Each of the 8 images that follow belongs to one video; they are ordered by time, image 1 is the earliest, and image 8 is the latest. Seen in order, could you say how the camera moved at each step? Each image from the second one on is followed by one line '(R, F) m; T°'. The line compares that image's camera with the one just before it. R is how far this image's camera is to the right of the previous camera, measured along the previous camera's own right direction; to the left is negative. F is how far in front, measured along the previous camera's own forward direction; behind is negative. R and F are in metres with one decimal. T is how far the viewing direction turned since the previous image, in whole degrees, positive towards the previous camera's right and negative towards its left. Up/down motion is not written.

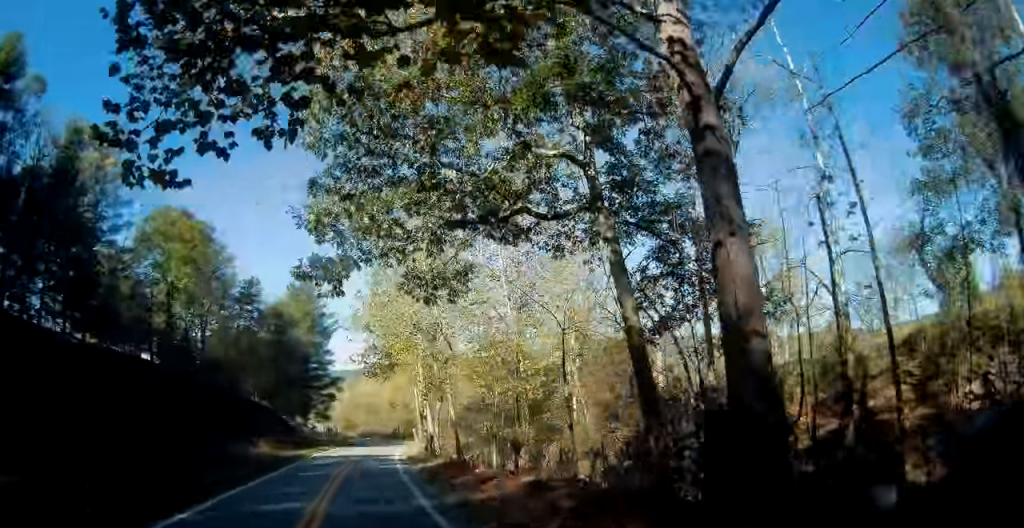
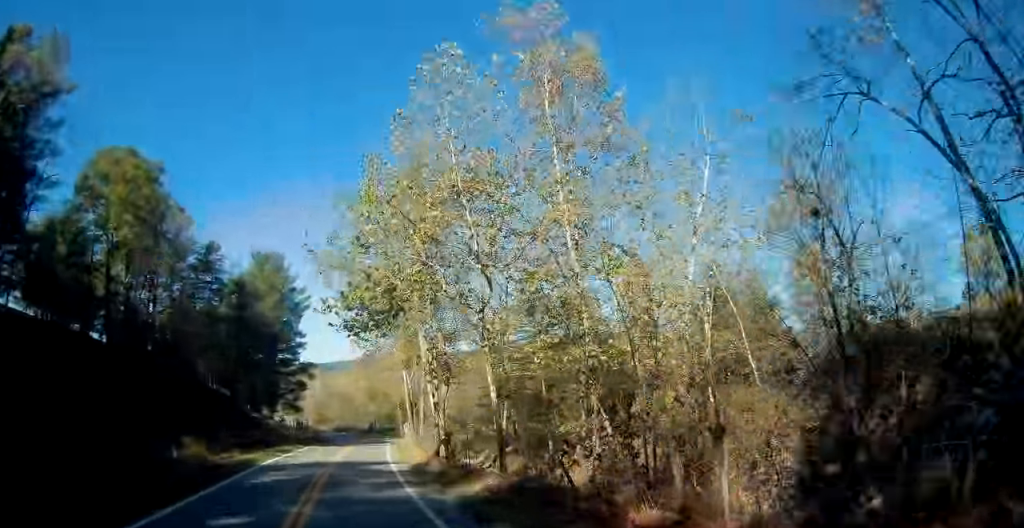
(+0.9, +13.5) m; +4°
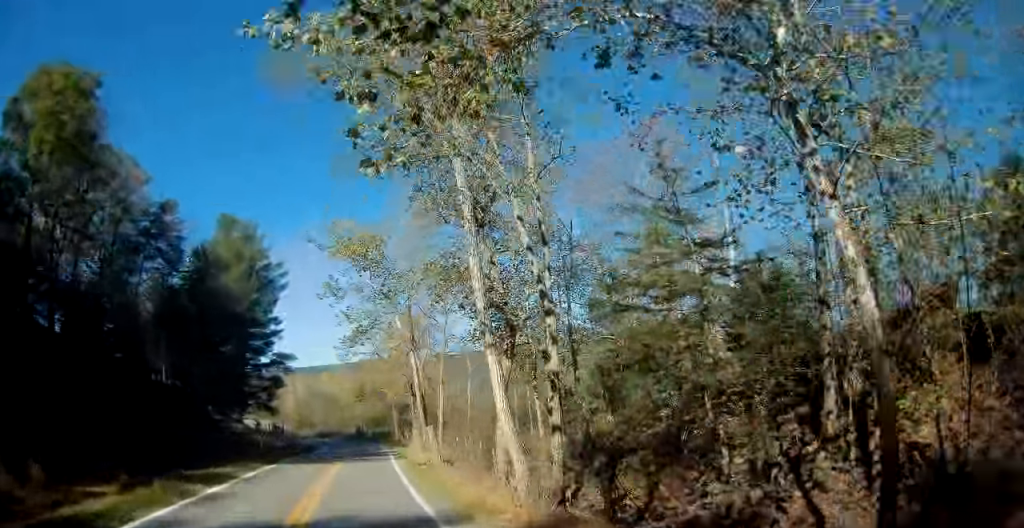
(-0.1, +15.2) m; +4°
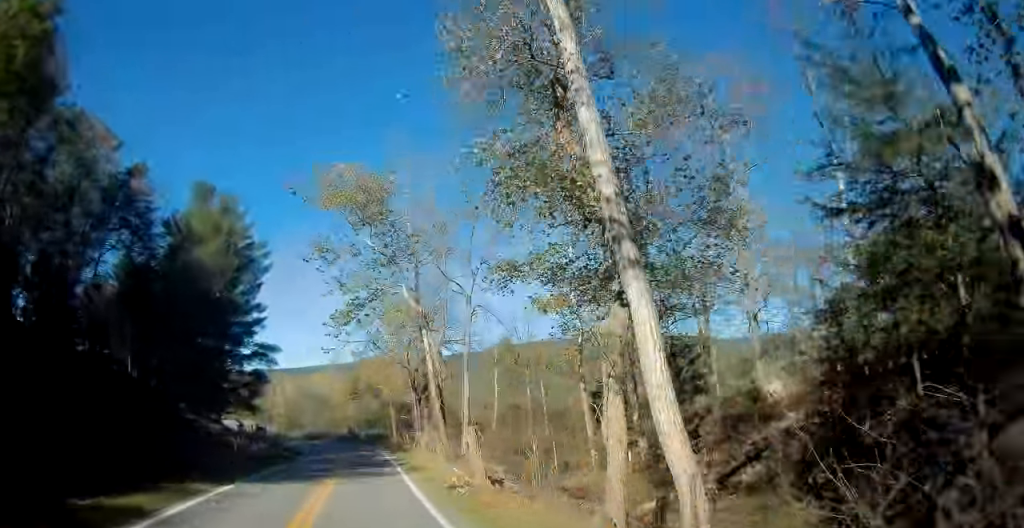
(+0.4, +8.5) m; +2°
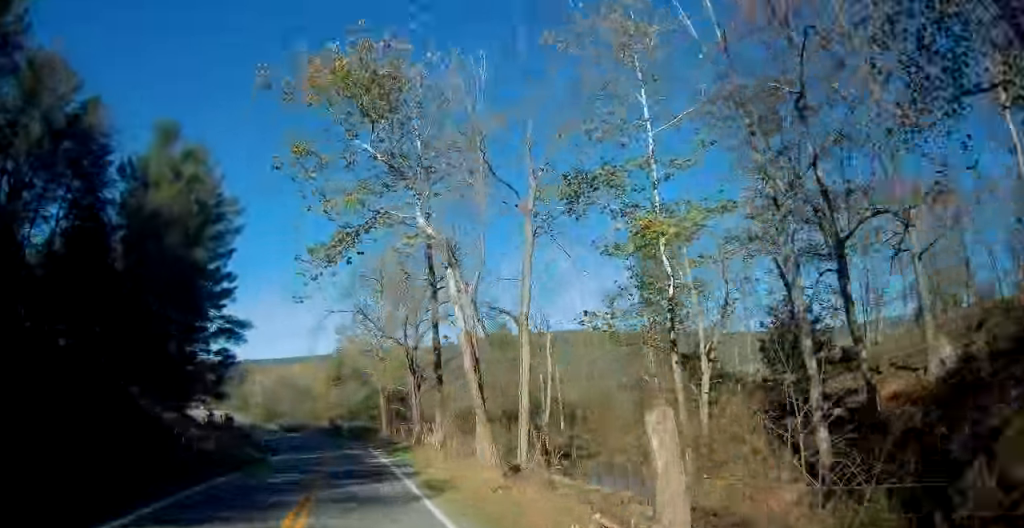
(+0.6, +9.9) m; +2°
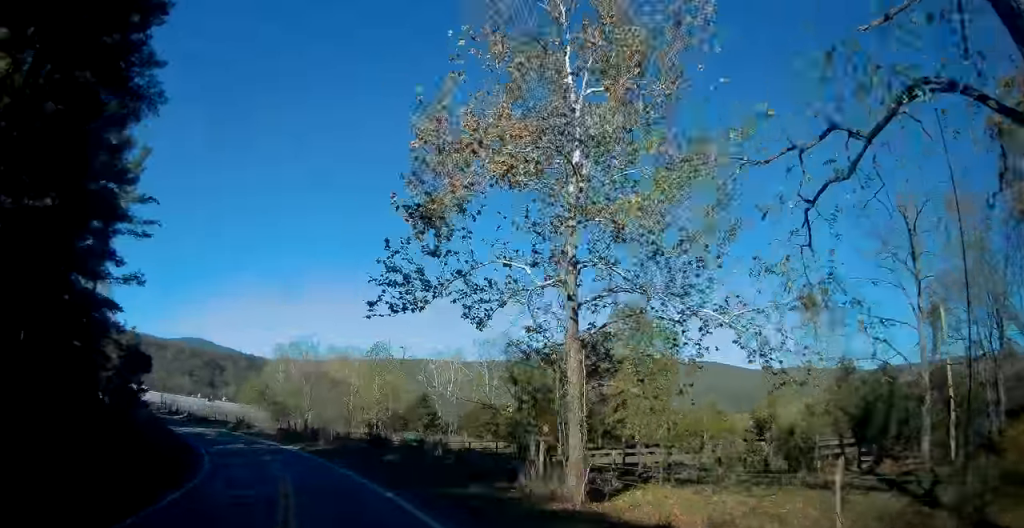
(+1.3, +40.5) m; +1°
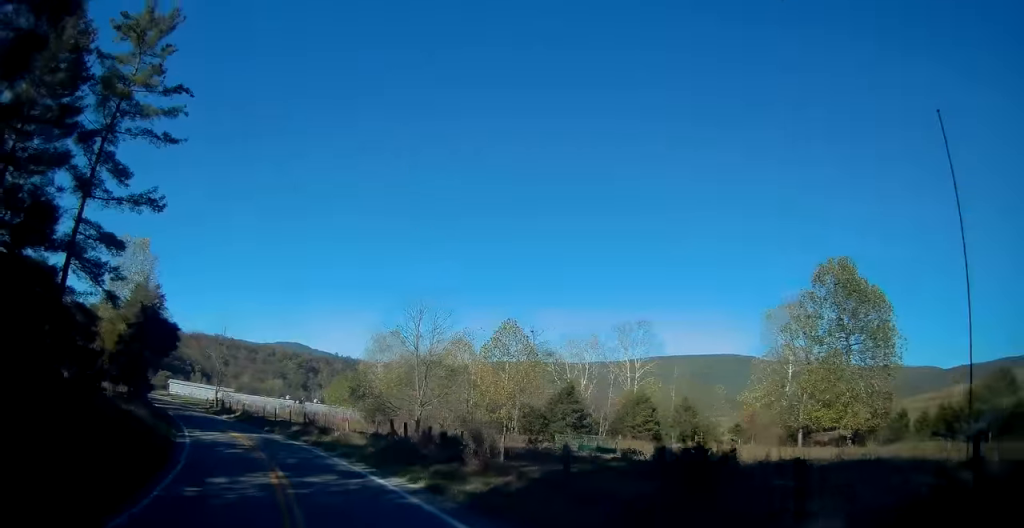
(-1.5, +22.9) m; -9°
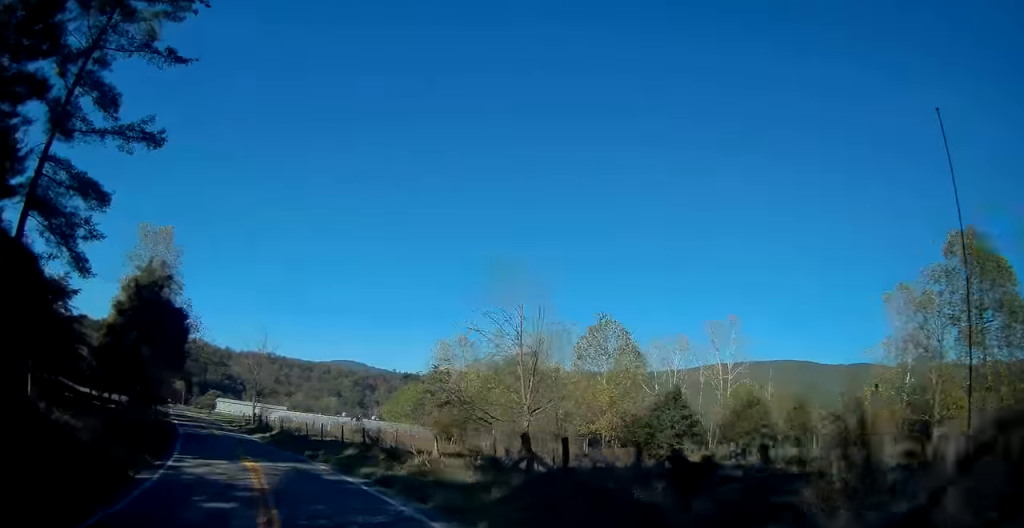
(-0.6, +12.2) m; -6°
